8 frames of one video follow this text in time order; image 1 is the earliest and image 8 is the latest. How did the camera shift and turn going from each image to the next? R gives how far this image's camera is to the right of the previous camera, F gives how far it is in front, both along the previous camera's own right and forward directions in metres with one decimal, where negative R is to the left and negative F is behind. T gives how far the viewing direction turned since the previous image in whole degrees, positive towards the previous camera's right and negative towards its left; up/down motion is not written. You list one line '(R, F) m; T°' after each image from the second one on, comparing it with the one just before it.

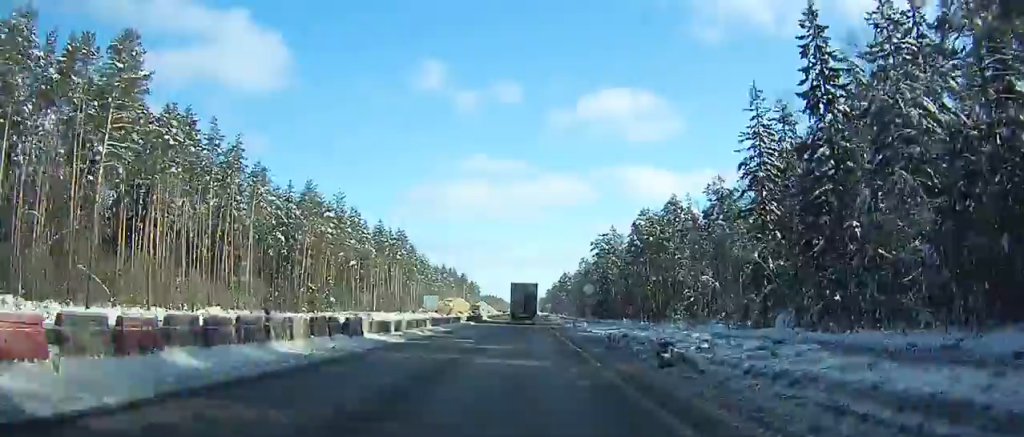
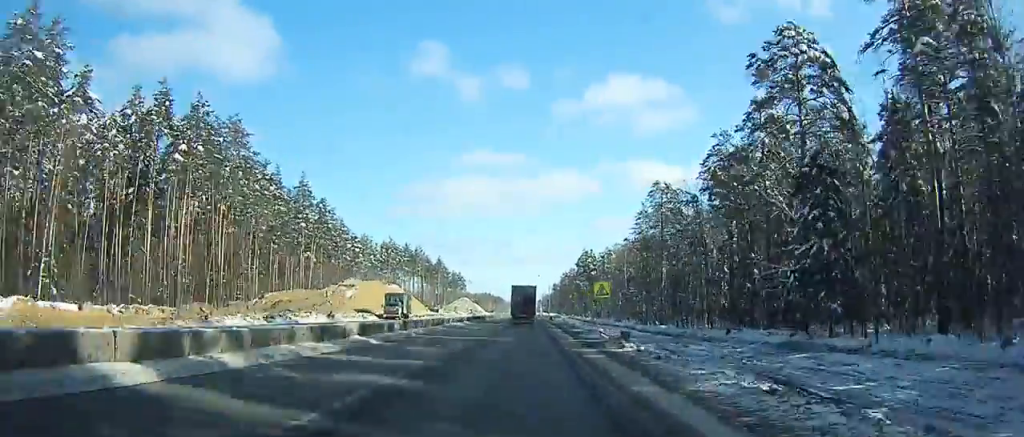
(+0.4, +115.7) m; 0°
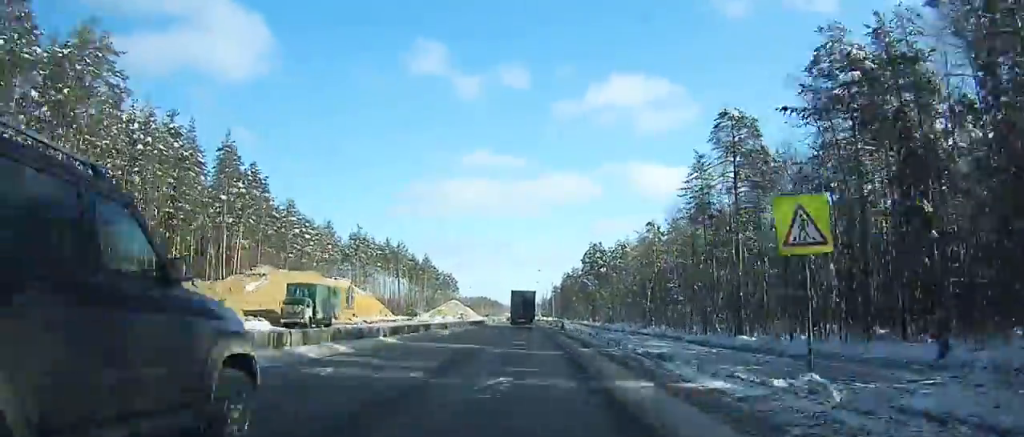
(-0.2, +30.7) m; 0°
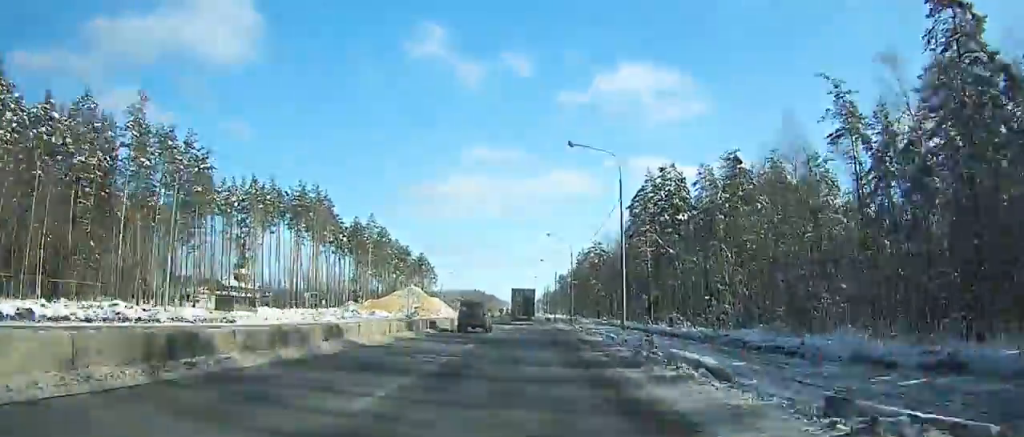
(-0.1, +88.1) m; 0°
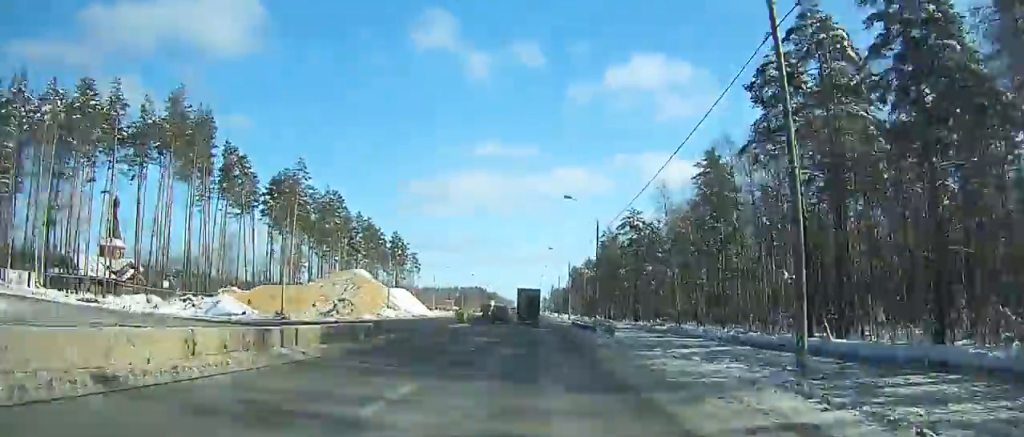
(+0.1, +57.5) m; 0°
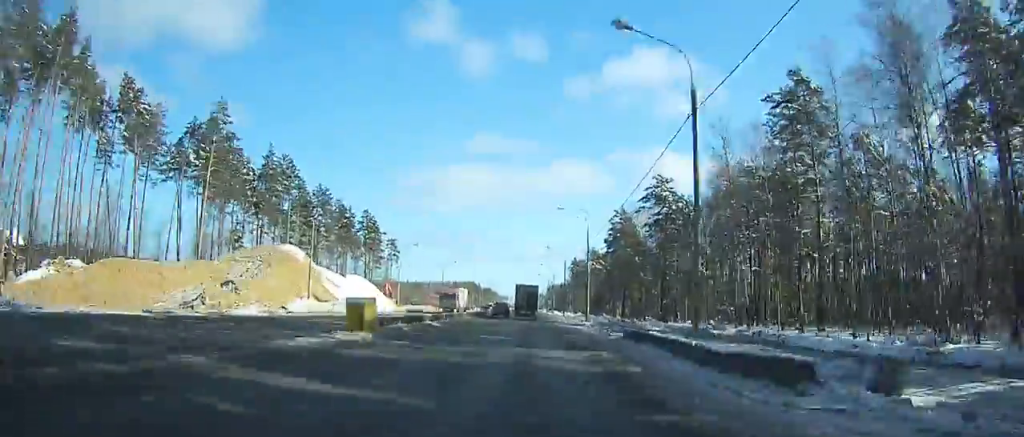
(+0.1, +30.1) m; 0°
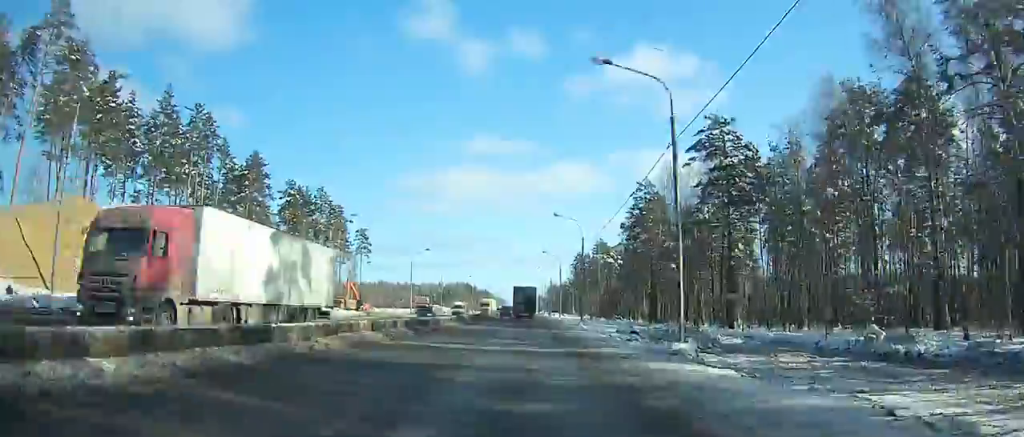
(0.0, +32.5) m; 0°
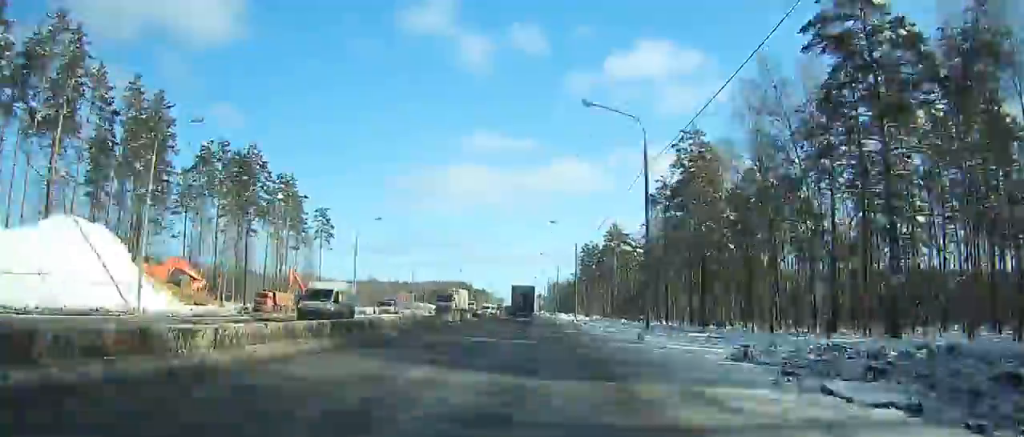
(0.0, +30.5) m; 0°
